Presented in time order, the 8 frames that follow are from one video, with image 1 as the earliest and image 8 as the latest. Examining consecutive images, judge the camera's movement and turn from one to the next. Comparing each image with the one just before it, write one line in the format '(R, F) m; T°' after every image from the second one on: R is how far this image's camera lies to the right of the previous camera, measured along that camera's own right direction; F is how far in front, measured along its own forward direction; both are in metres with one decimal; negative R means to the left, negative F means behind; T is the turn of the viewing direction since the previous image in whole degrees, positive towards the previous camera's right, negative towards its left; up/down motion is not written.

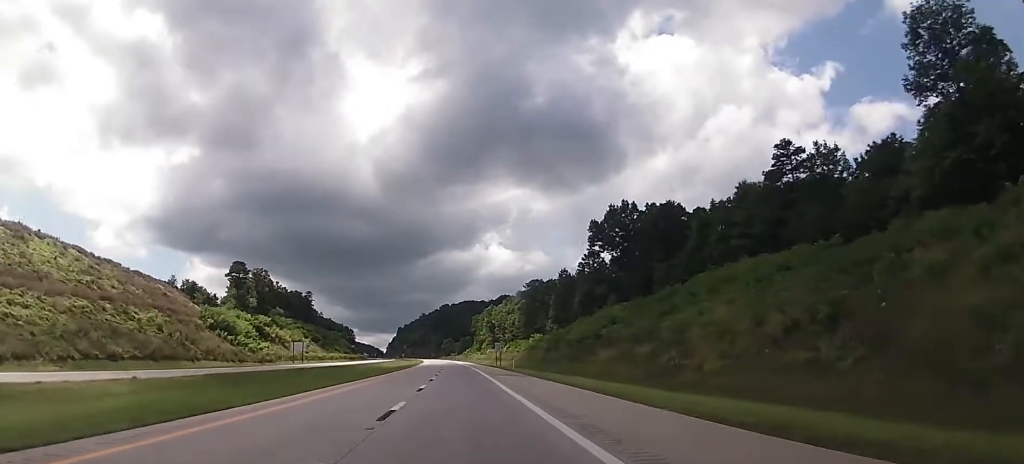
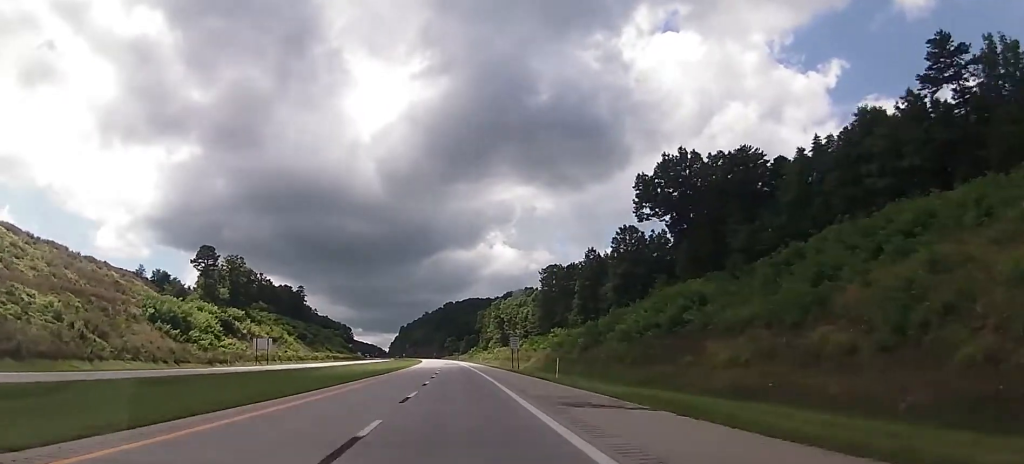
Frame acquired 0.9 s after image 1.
(-0.4, +30.6) m; -1°
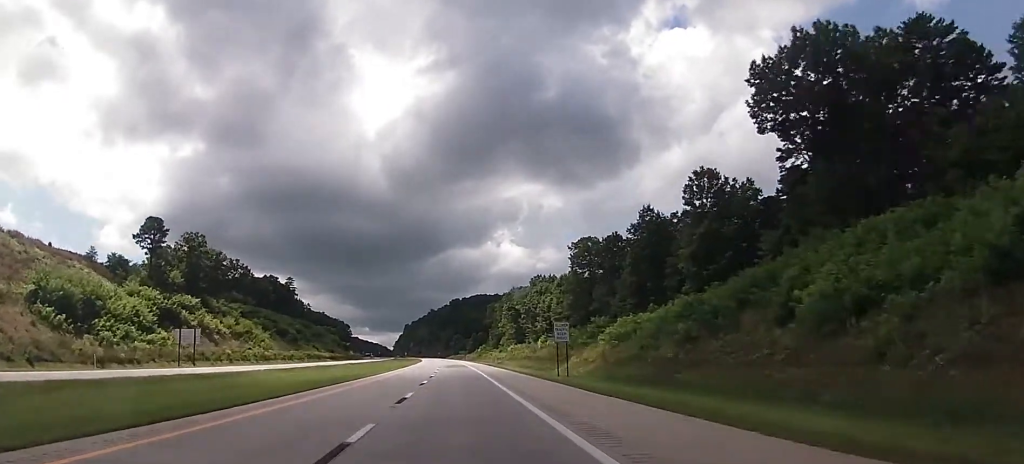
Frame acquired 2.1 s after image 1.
(-0.1, +37.2) m; 0°
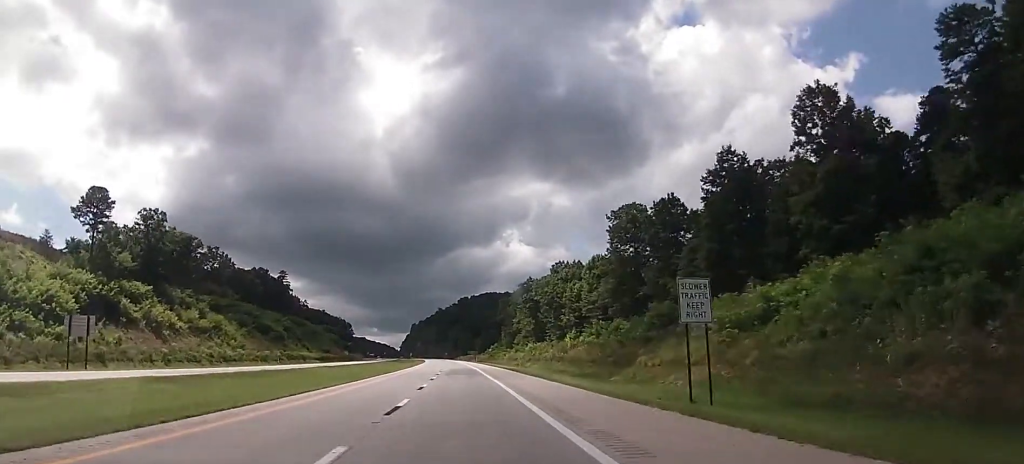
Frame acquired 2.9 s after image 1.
(+0.1, +28.5) m; -1°
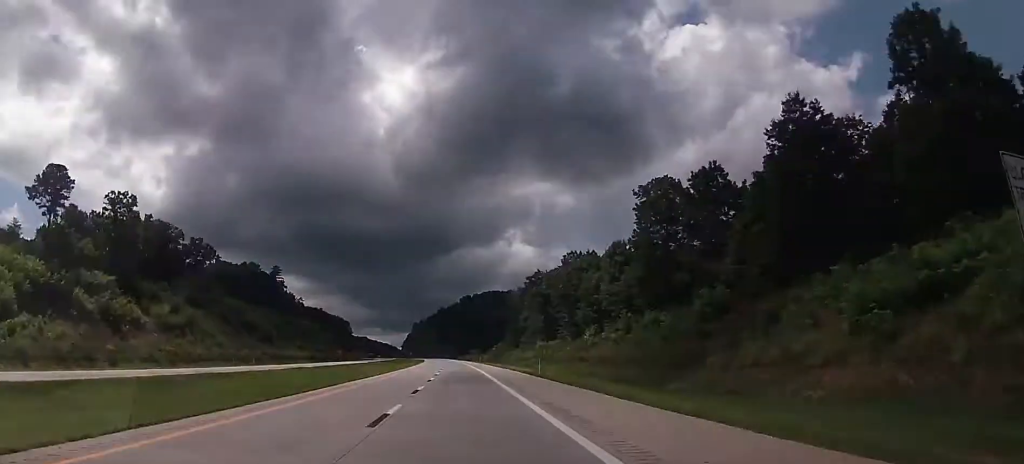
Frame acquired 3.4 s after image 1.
(-0.3, +15.3) m; -1°
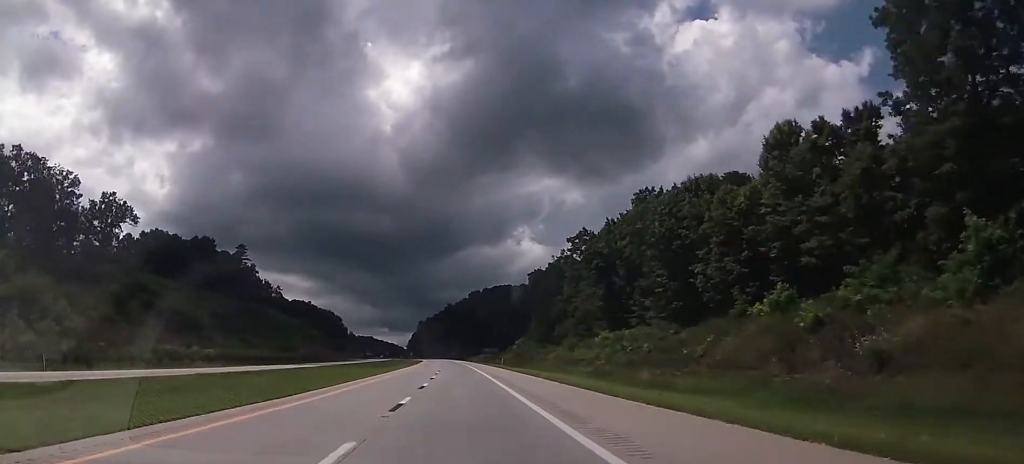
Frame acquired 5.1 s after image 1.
(-0.5, +56.9) m; 0°
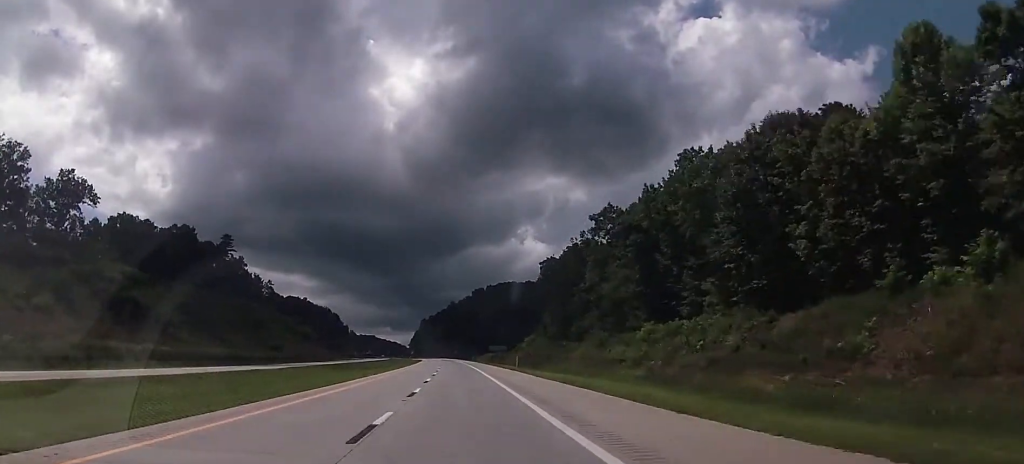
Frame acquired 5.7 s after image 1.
(+0.1, +18.6) m; 0°
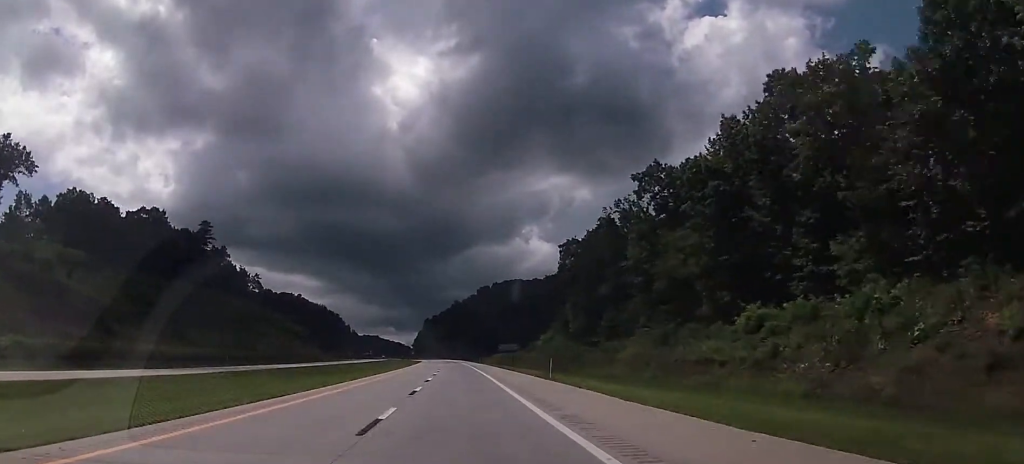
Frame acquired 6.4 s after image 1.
(0.0, +23.0) m; -1°
